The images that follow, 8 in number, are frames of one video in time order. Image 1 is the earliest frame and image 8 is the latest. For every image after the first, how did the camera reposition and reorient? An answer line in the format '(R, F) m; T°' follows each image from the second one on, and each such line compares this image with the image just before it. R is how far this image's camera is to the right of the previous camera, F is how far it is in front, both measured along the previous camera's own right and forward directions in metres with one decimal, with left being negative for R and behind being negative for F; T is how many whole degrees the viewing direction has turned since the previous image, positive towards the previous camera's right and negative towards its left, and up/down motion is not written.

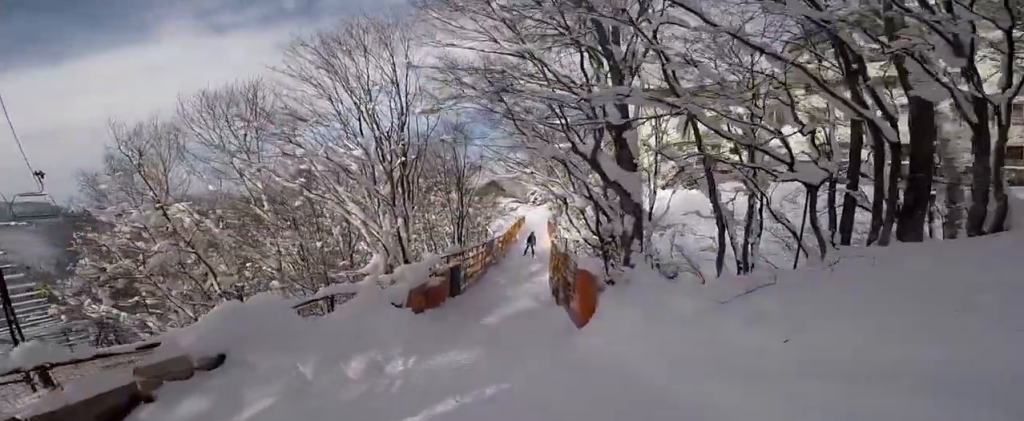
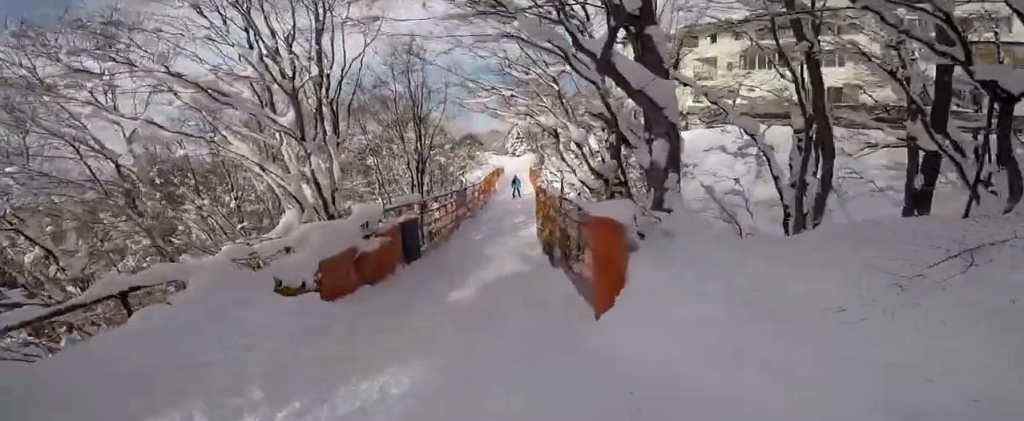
(+0.4, +3.9) m; +2°
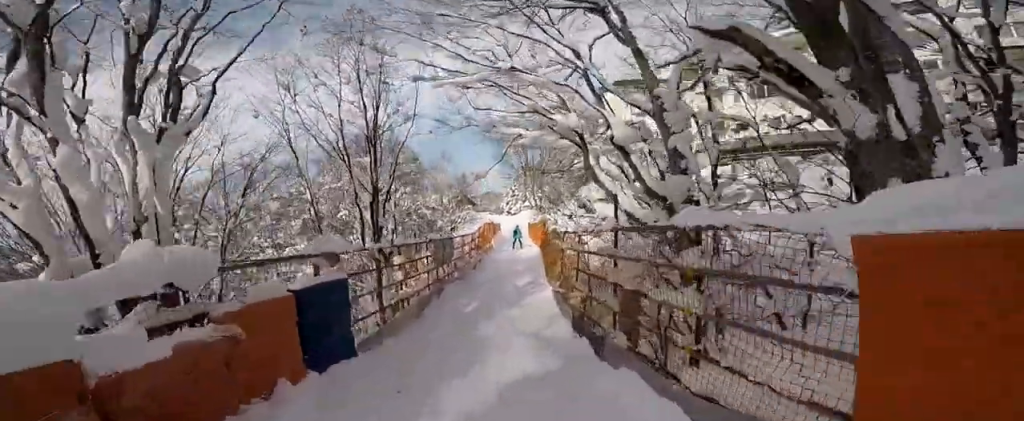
(-0.3, +4.8) m; +13°
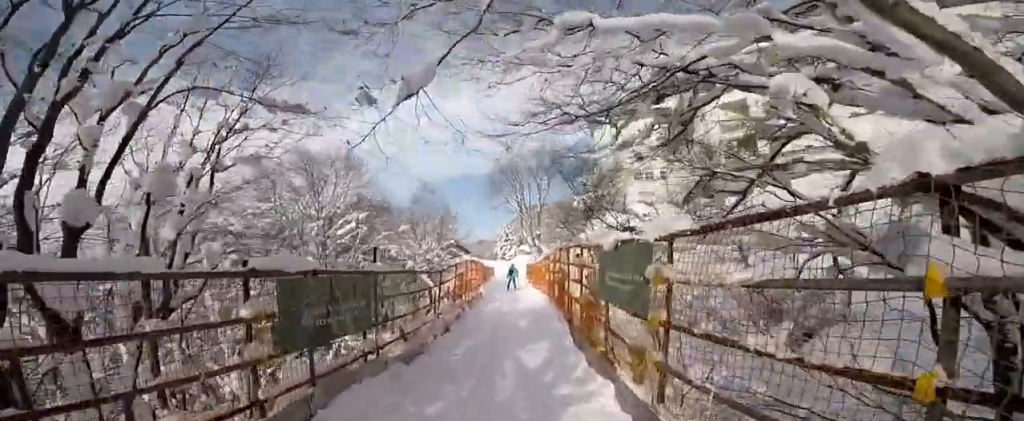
(+1.5, +4.2) m; +7°
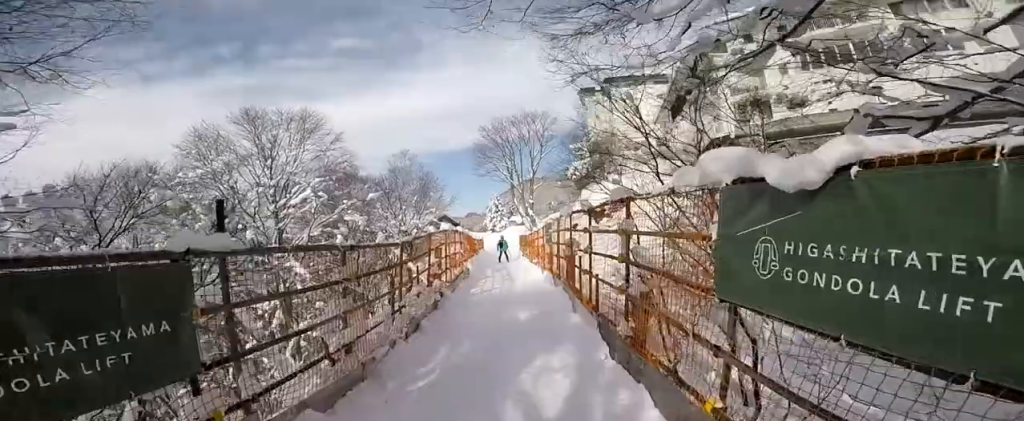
(-0.4, +2.3) m; -3°
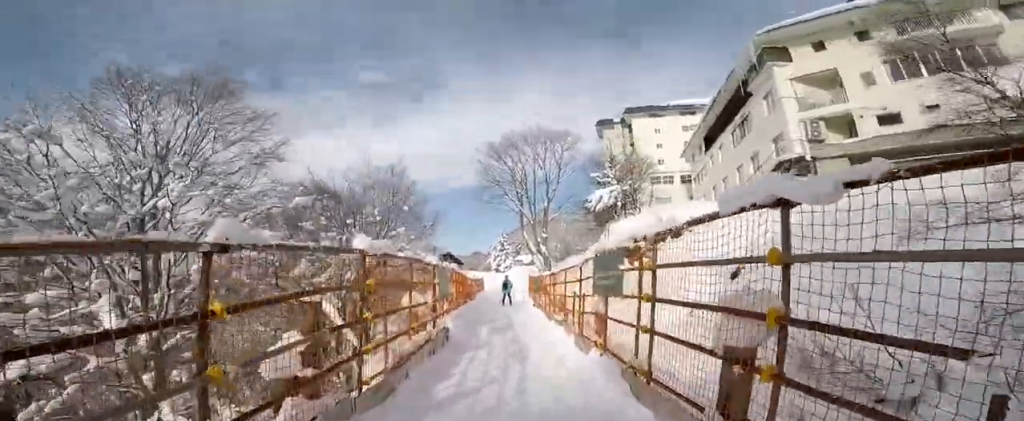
(-0.5, +5.6) m; -4°
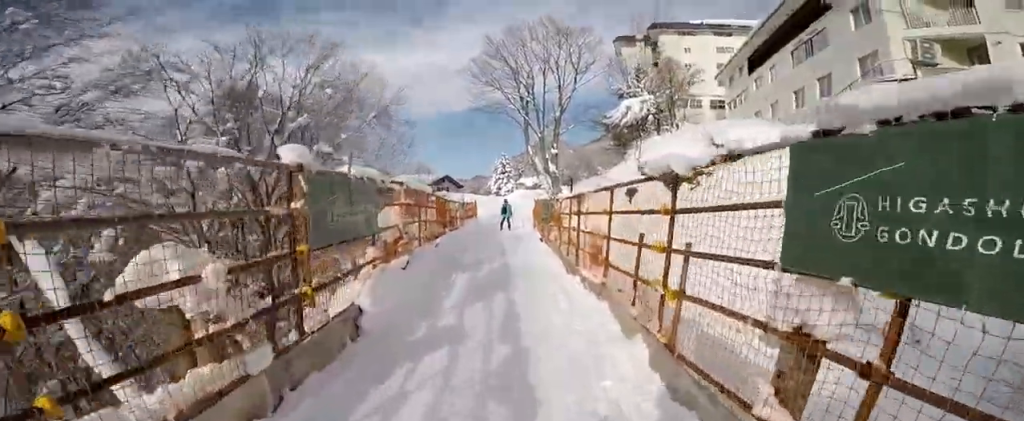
(0.0, +4.8) m; 0°
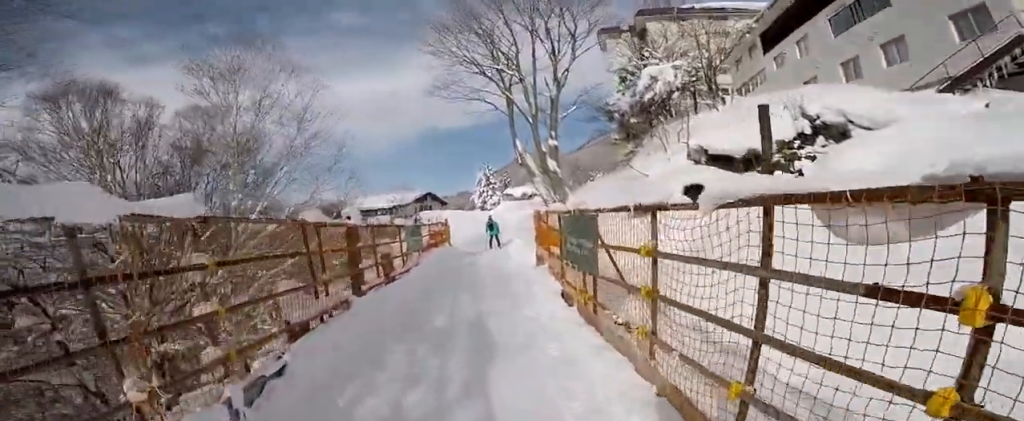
(+0.4, +6.7) m; +9°
